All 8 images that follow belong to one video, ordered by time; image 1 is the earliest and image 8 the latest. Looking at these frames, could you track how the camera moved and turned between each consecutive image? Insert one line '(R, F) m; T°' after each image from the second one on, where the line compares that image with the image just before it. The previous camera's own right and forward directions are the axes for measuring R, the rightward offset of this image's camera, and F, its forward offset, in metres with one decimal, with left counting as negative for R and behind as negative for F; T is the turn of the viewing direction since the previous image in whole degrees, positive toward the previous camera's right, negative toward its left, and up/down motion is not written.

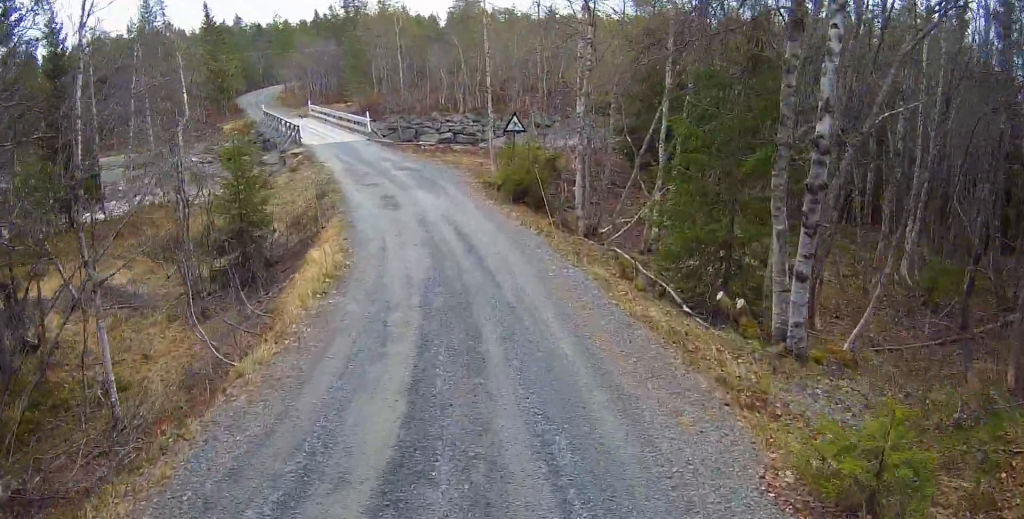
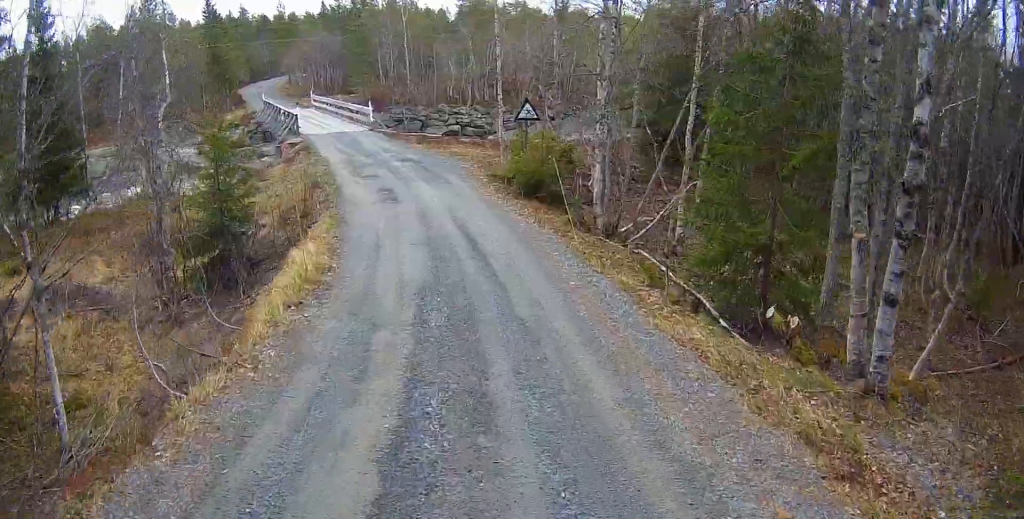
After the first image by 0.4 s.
(0.0, +1.7) m; -2°
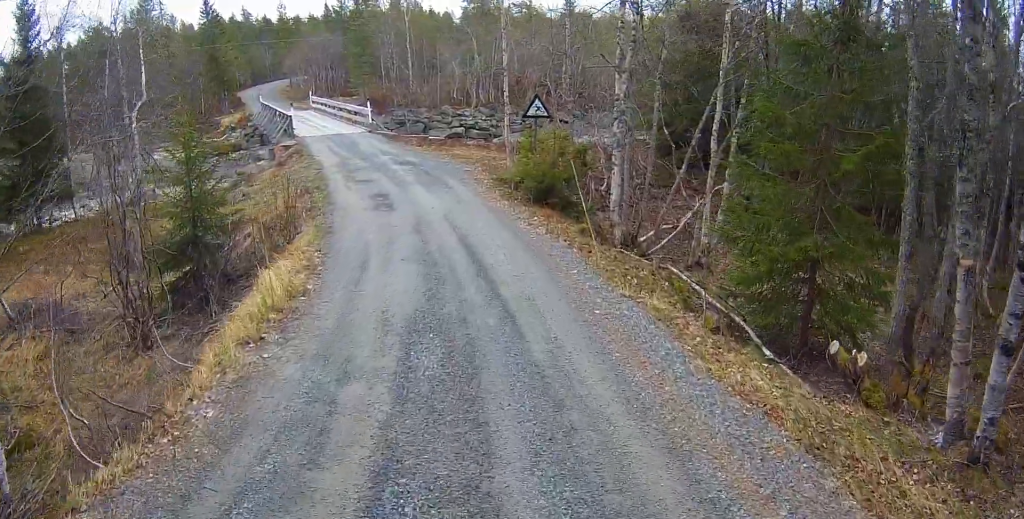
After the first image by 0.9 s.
(-0.1, +1.6) m; -2°
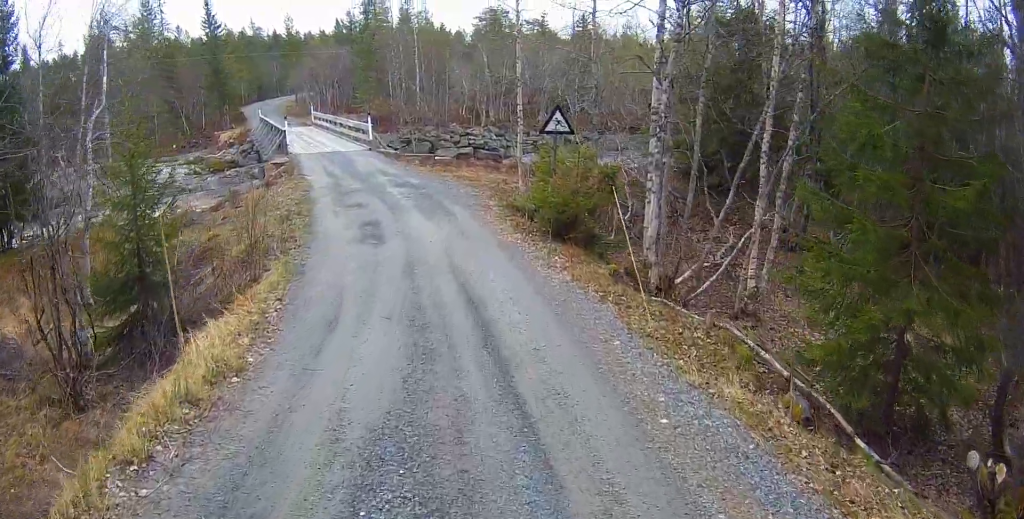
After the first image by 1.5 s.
(-0.1, +2.5) m; -2°
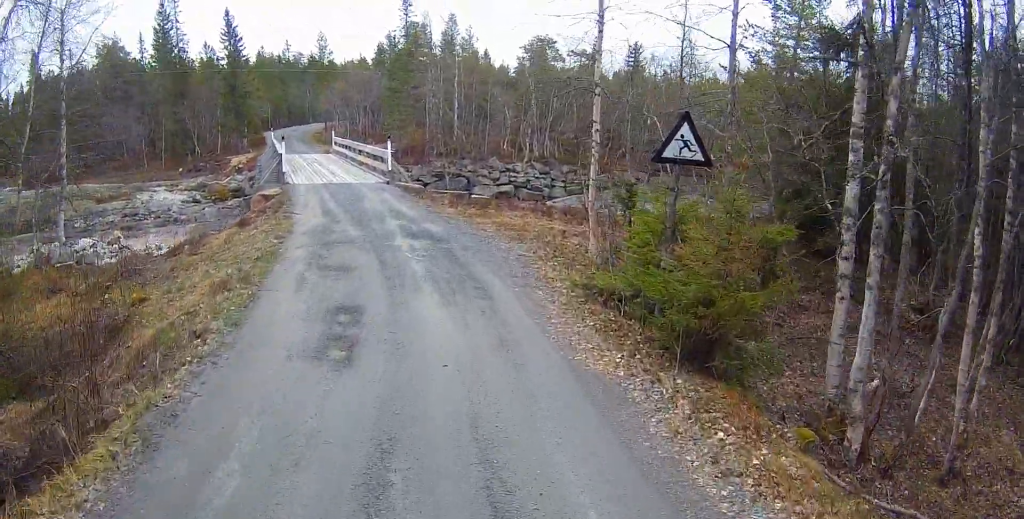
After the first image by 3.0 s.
(-0.1, +5.1) m; +2°
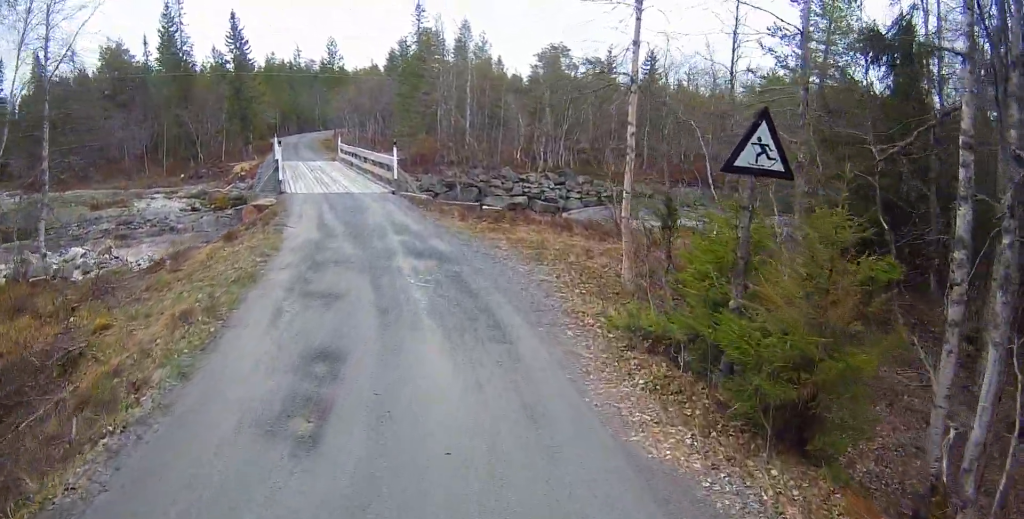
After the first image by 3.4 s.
(0.0, +1.6) m; +1°
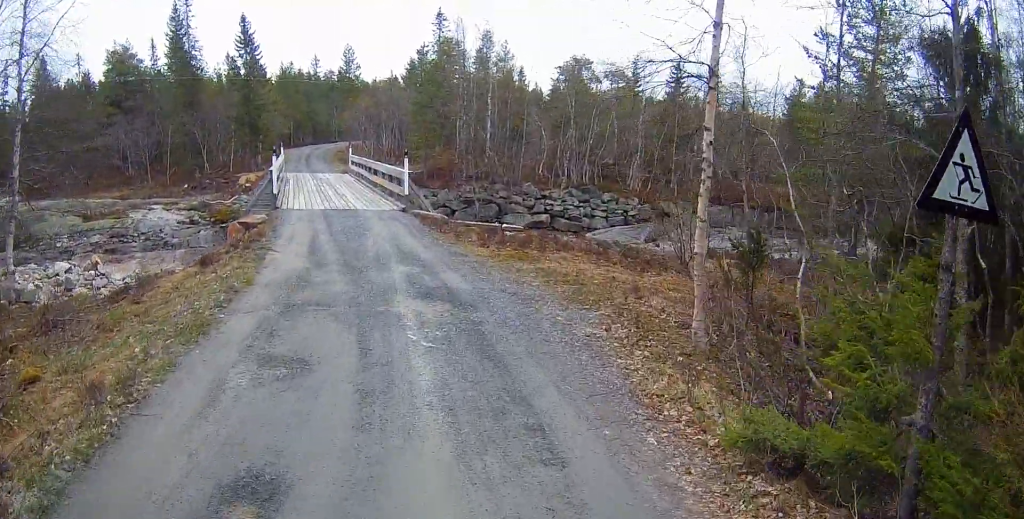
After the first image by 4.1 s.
(+0.2, +2.5) m; 0°
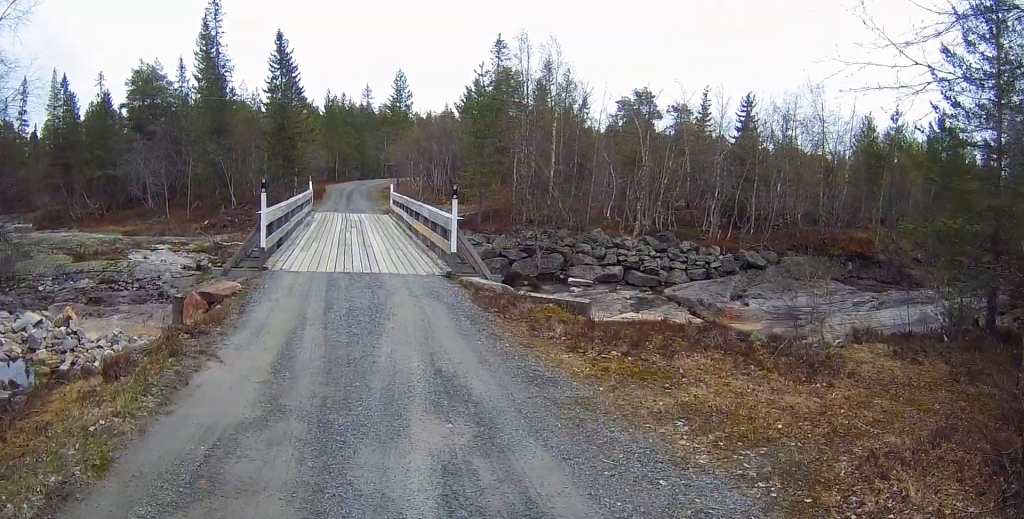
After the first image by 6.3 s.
(-0.7, +6.3) m; -9°
